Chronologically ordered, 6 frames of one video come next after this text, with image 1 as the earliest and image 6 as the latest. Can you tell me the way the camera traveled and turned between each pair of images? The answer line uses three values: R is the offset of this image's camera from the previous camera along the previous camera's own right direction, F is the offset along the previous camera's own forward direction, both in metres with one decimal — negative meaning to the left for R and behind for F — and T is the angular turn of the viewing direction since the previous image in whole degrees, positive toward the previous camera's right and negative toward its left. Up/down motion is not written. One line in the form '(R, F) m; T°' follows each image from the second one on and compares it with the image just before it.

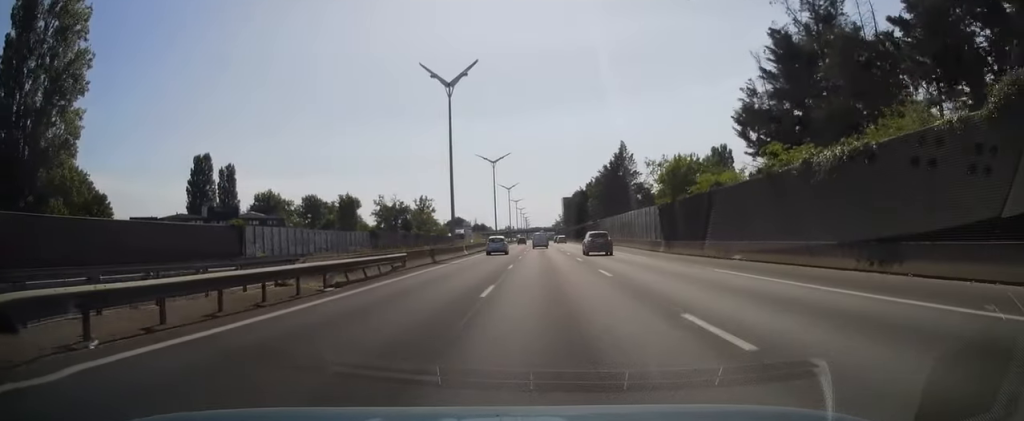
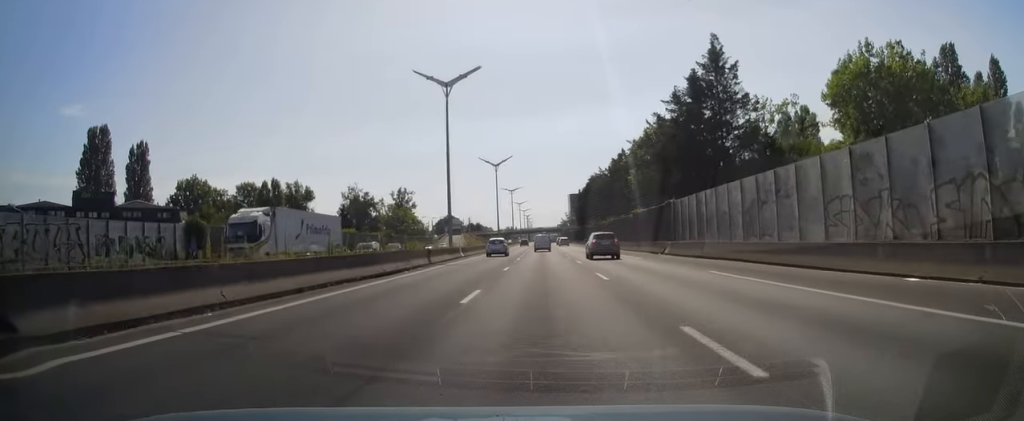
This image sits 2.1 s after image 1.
(+0.6, +53.0) m; +1°
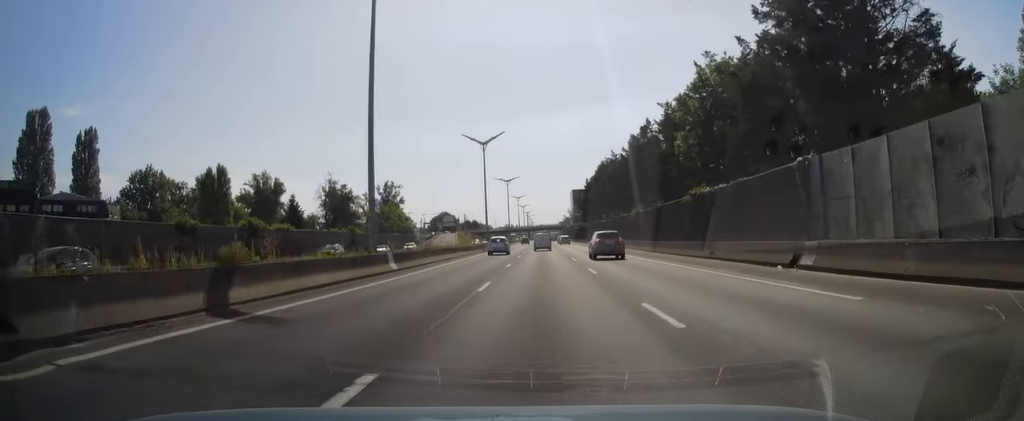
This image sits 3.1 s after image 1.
(0.0, +22.8) m; -1°
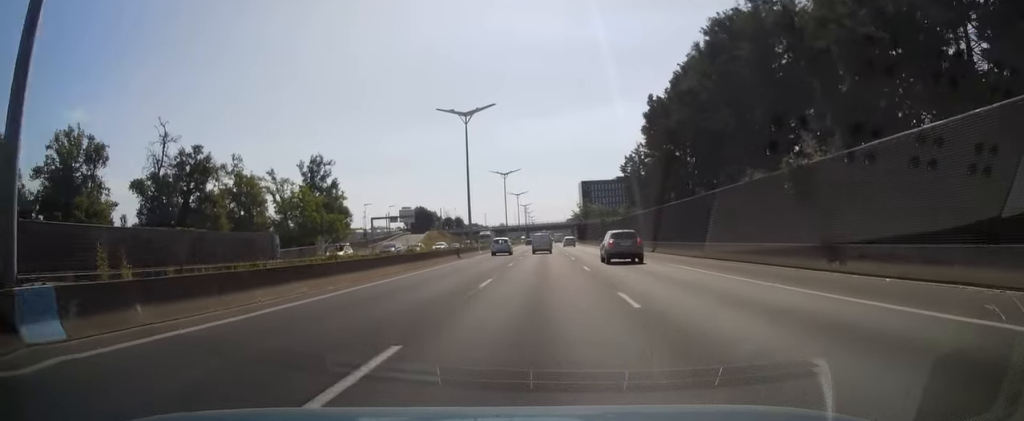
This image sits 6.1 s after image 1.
(-0.5, +75.0) m; -1°
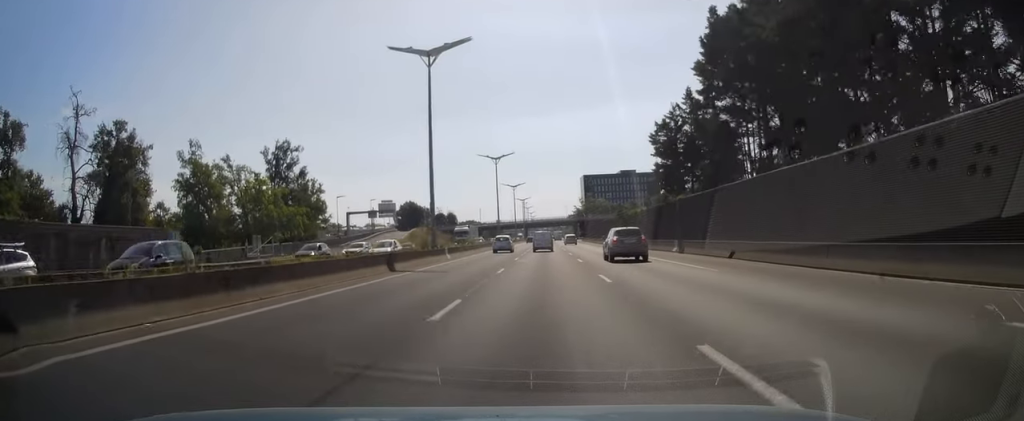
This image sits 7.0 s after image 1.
(0.0, +20.3) m; 0°
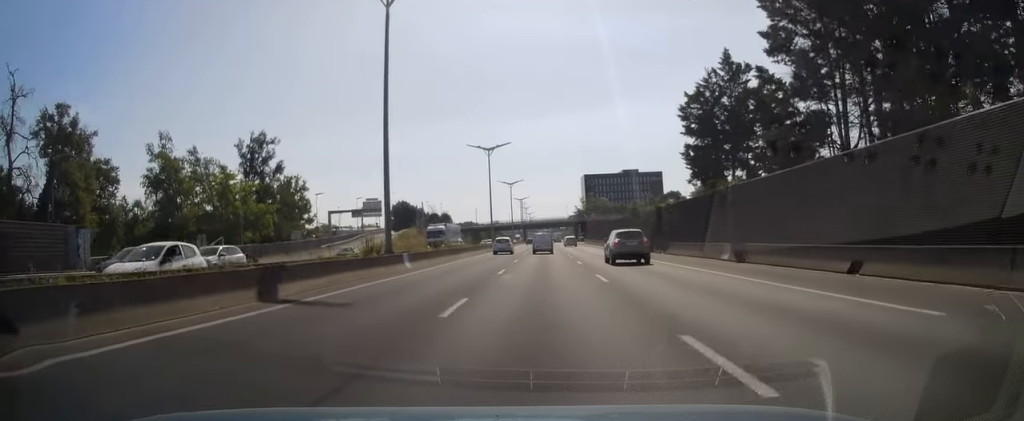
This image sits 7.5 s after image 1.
(0.0, +11.9) m; 0°
